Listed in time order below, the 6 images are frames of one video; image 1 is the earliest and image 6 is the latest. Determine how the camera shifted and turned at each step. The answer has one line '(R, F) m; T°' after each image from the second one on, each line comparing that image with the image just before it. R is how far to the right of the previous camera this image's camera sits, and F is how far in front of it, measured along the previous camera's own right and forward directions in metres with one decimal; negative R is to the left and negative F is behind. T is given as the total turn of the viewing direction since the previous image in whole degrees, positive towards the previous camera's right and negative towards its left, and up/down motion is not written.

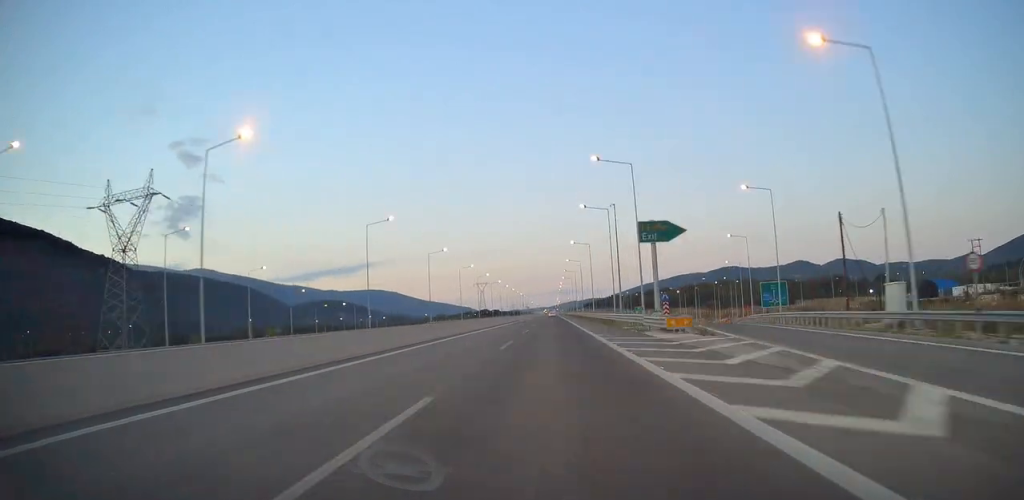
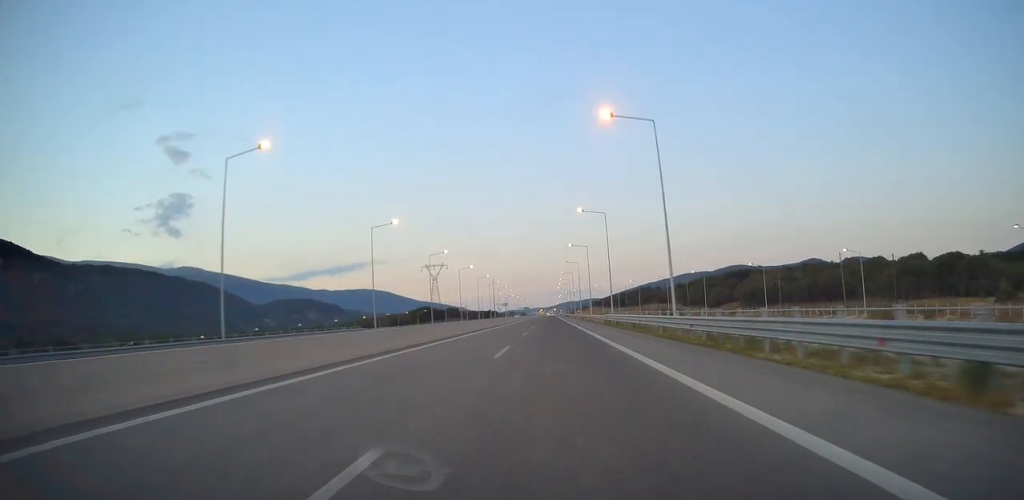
(+0.5, +201.4) m; 0°
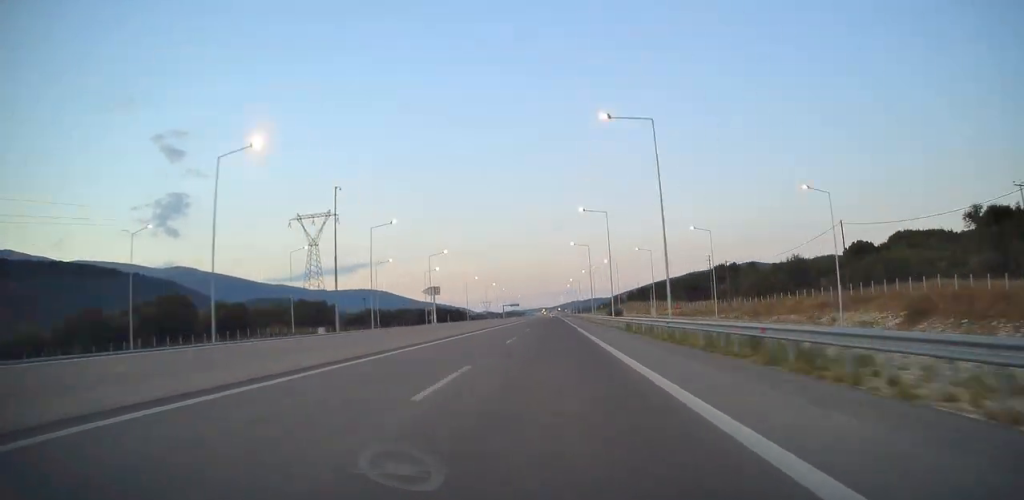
(+0.4, +171.0) m; 0°
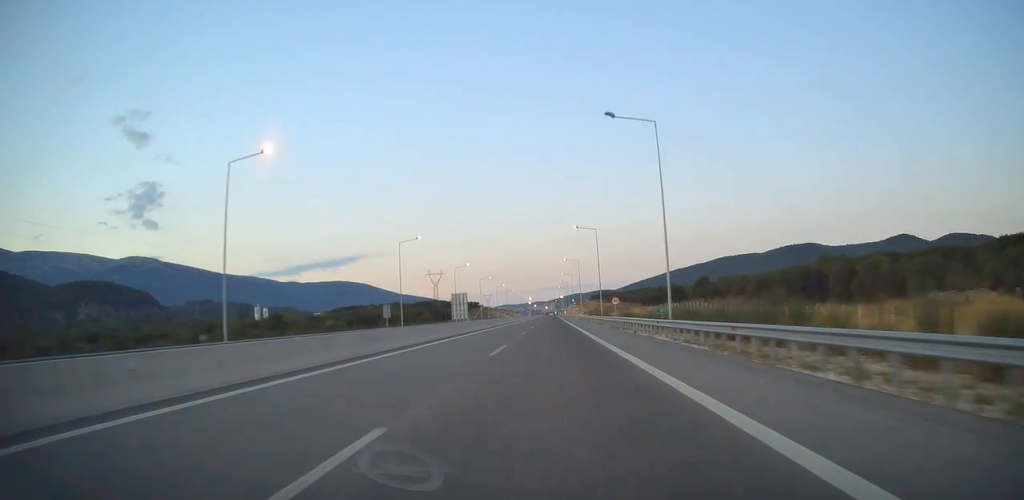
(-1.3, +642.1) m; 0°
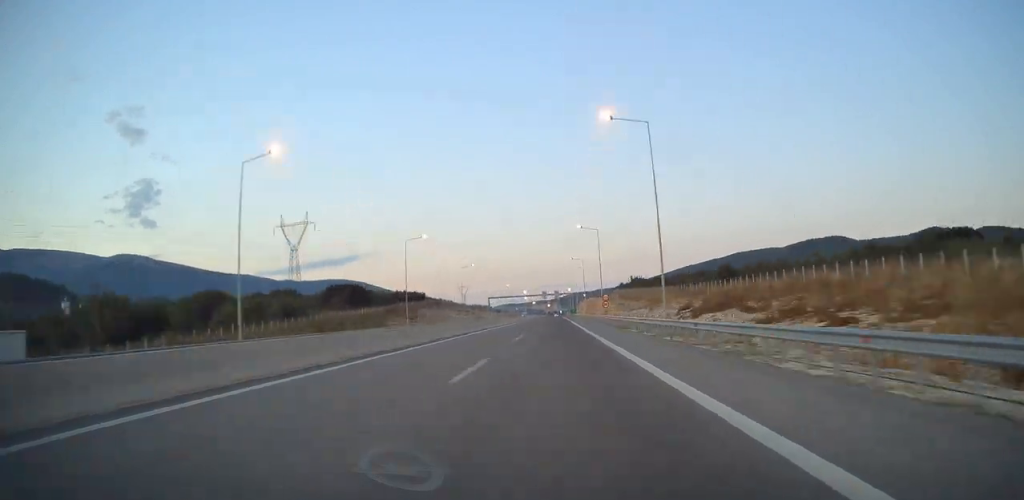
(-0.3, +185.0) m; 0°
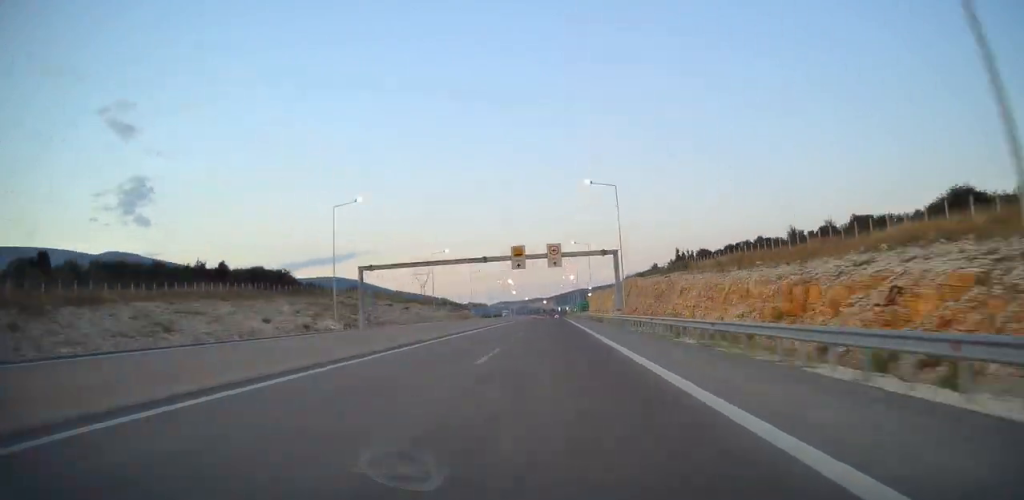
(0.0, +124.9) m; 0°
